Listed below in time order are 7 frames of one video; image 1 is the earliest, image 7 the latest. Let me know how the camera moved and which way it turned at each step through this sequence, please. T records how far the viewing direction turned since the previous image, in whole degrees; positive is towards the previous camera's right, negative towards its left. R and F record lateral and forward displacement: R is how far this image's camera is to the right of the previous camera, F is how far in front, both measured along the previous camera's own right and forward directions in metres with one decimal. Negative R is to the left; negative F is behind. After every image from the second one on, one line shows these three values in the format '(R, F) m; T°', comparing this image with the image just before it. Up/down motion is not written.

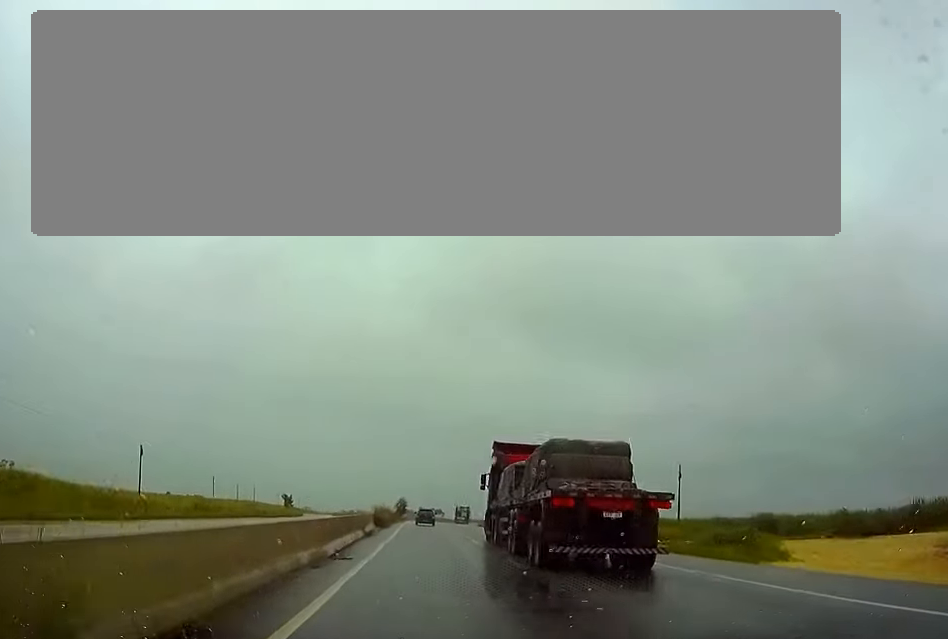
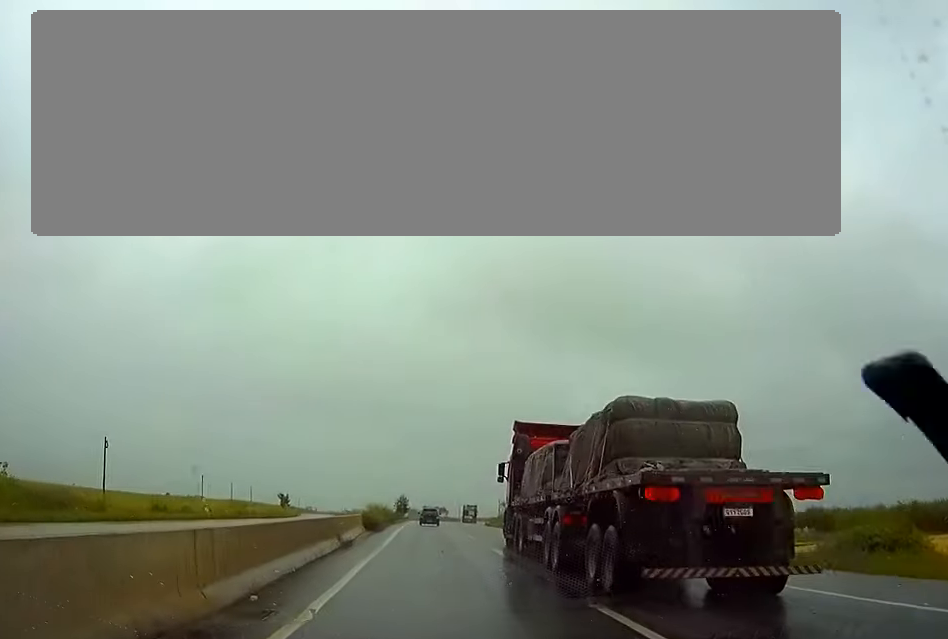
(0.0, +11.4) m; 0°
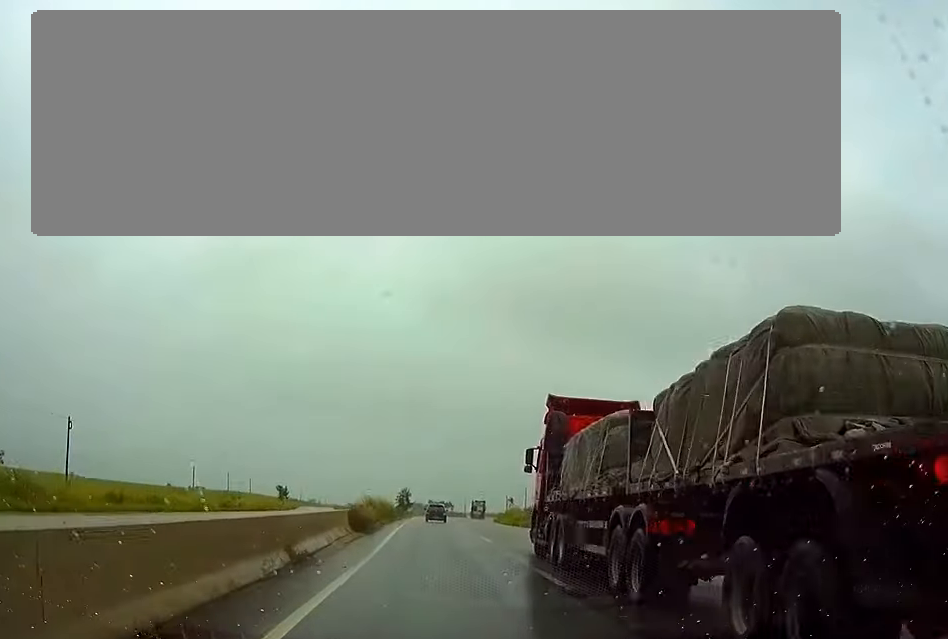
(0.0, +9.9) m; 0°
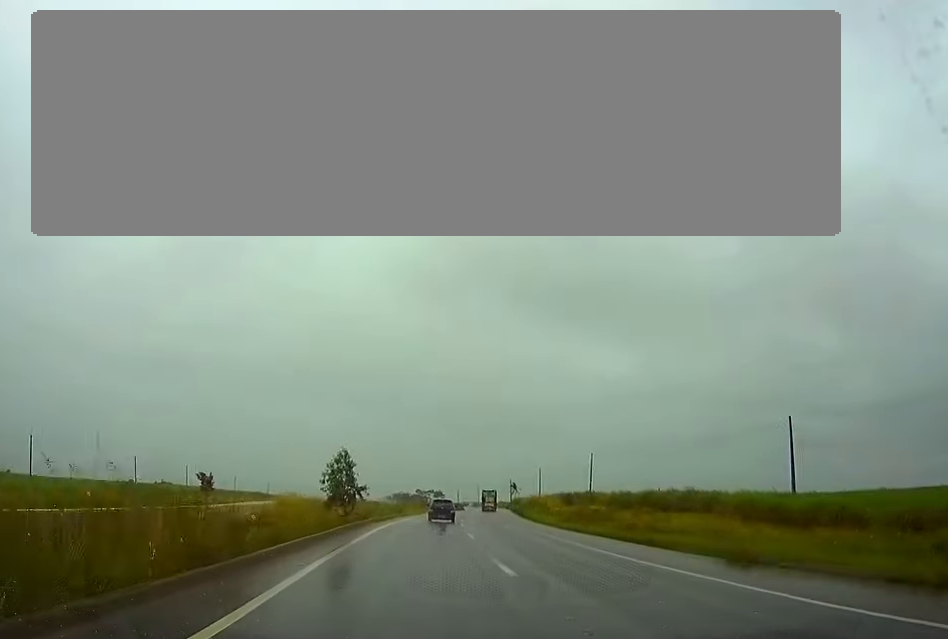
(0.0, +61.6) m; +1°
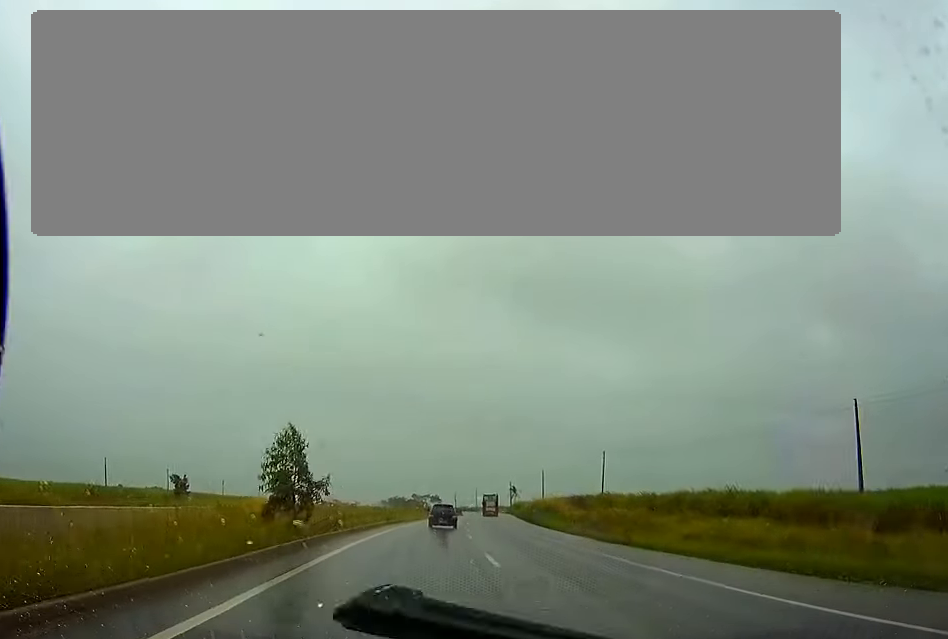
(+0.1, +12.9) m; 0°
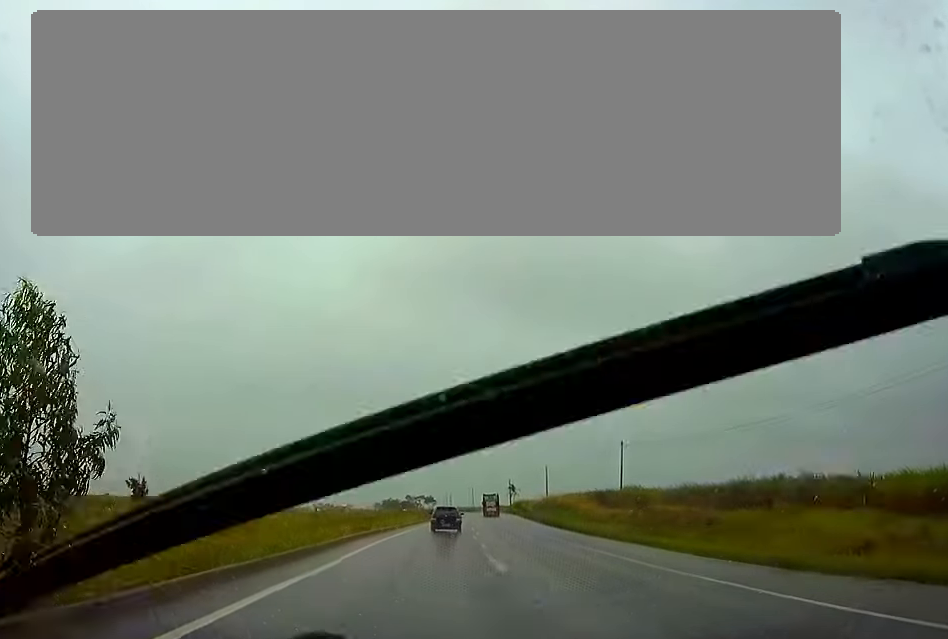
(0.0, +16.7) m; +1°
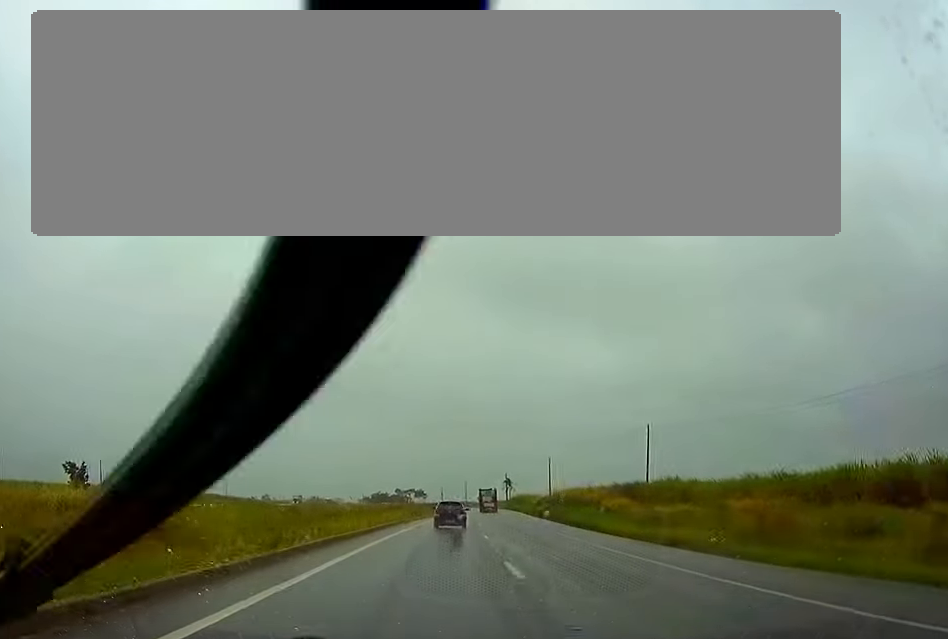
(0.0, +18.2) m; +1°
